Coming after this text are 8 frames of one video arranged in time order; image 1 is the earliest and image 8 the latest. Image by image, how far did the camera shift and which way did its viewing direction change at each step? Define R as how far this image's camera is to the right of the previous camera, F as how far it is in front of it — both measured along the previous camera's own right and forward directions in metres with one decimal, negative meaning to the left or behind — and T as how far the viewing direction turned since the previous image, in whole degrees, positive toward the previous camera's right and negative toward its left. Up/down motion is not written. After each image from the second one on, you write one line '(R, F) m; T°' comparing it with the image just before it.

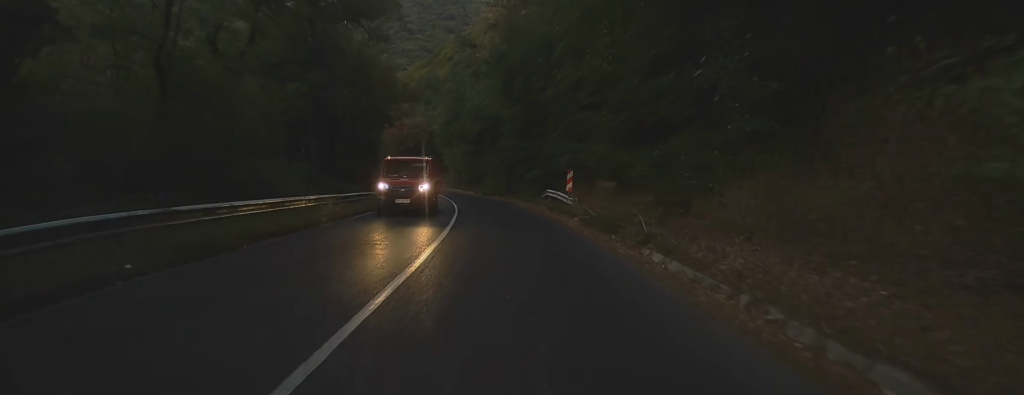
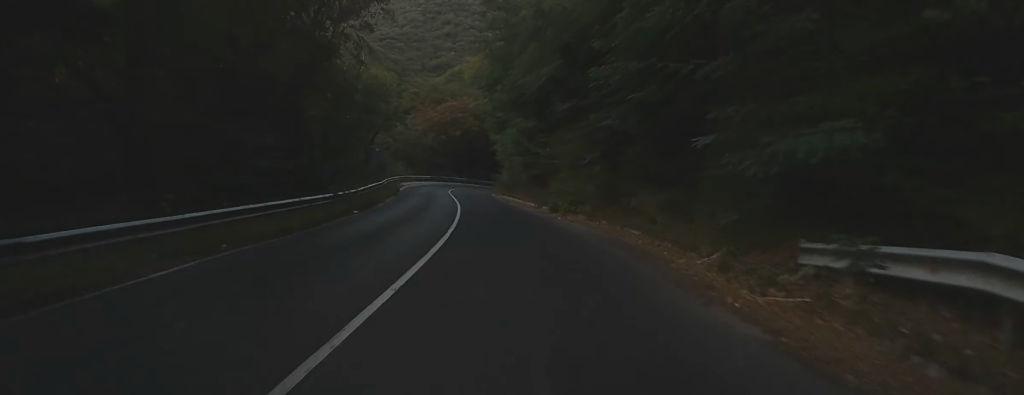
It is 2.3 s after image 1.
(-1.8, +29.1) m; -6°
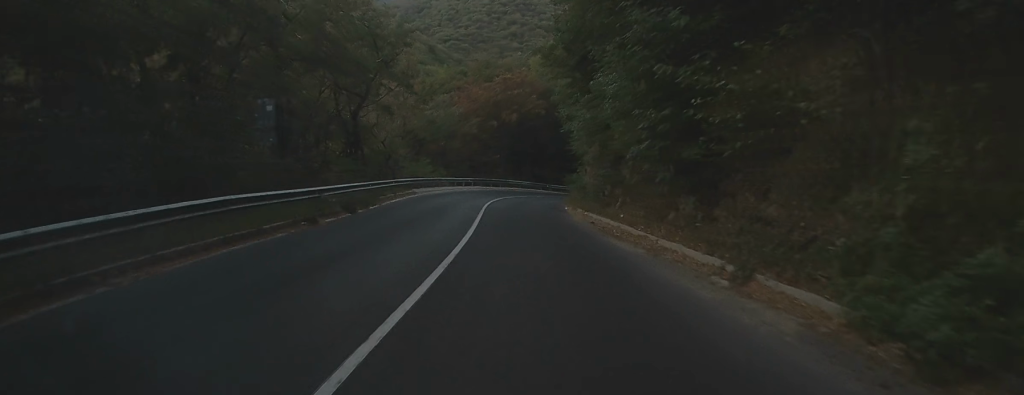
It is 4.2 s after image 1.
(-1.1, +25.3) m; -5°
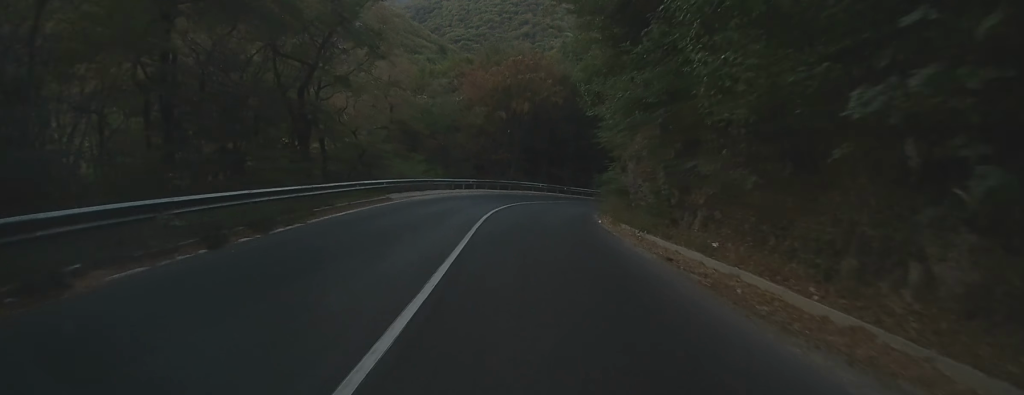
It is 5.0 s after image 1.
(-0.2, +10.2) m; -1°
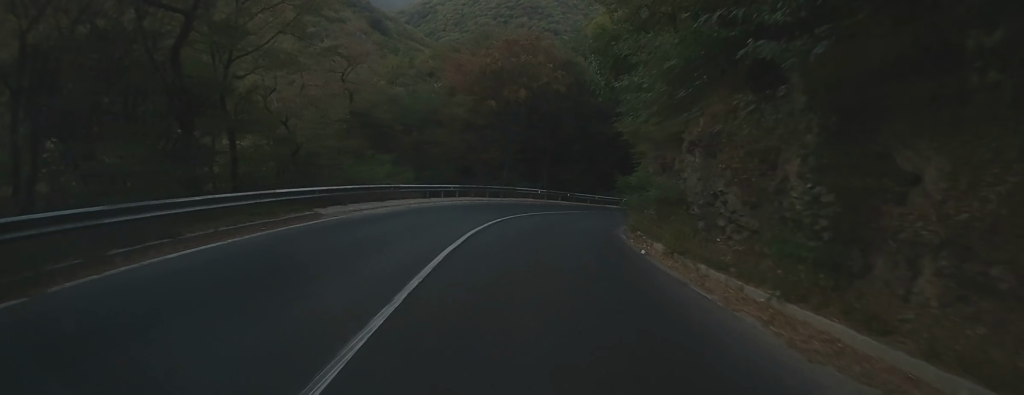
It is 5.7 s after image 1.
(0.0, +9.2) m; +2°
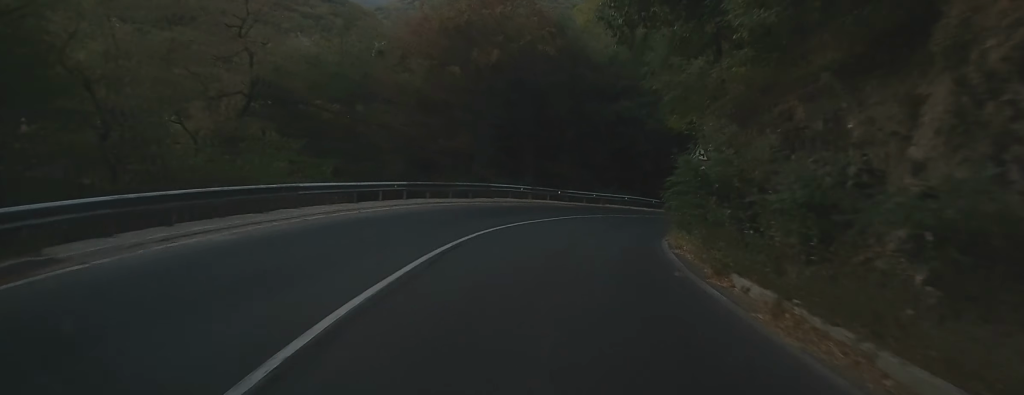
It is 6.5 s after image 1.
(+0.4, +10.8) m; +4°
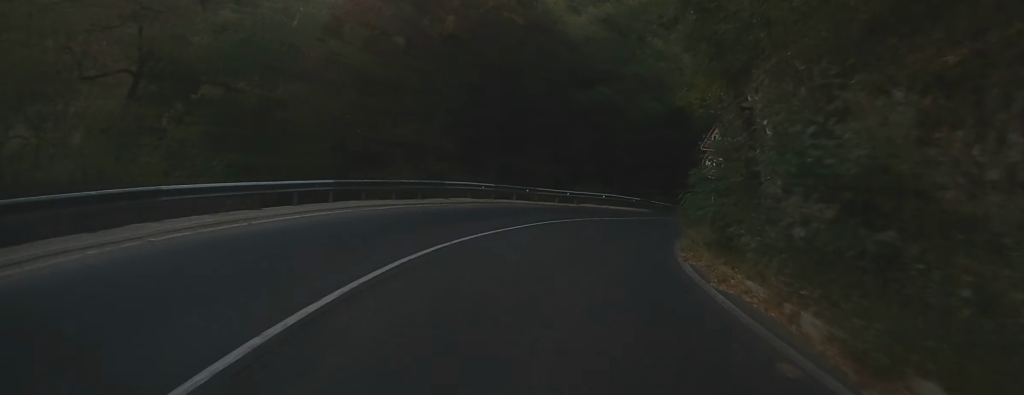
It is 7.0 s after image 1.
(0.0, +5.6) m; +3°
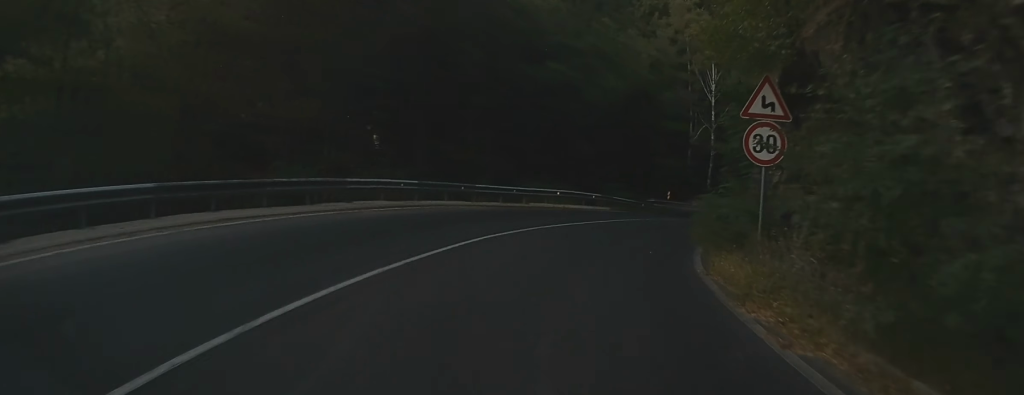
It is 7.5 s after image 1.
(+0.3, +7.2) m; +5°
